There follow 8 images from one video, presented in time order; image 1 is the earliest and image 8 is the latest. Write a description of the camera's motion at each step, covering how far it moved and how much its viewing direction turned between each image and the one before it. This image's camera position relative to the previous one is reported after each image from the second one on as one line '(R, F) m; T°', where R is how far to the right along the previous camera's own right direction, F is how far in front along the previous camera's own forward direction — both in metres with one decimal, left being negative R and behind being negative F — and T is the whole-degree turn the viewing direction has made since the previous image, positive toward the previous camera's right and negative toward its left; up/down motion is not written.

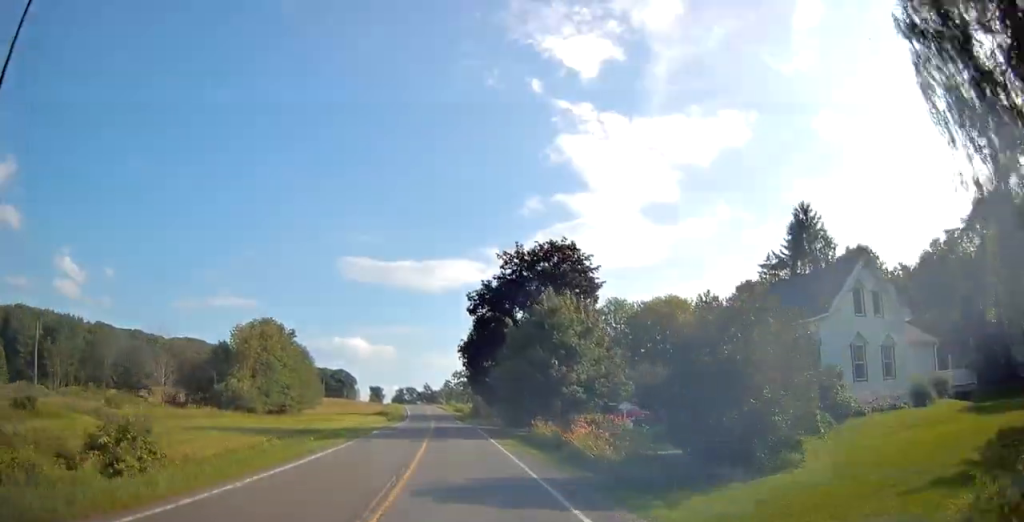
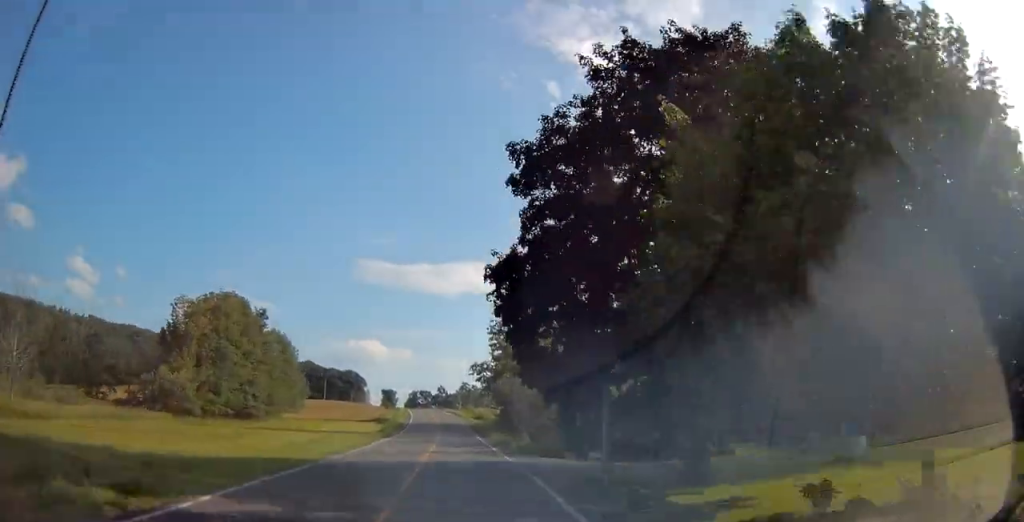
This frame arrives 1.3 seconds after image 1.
(-0.4, +27.2) m; -1°
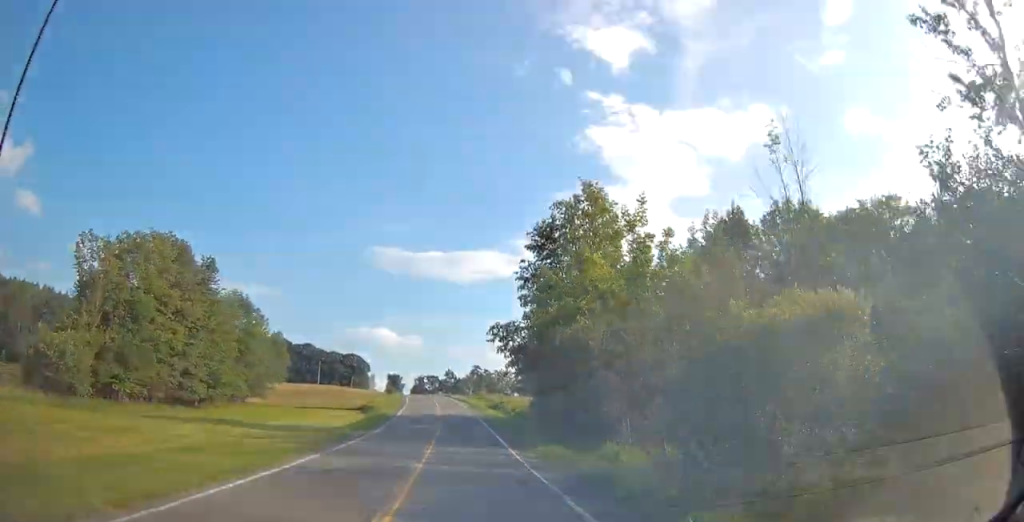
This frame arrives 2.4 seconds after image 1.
(0.0, +23.4) m; 0°
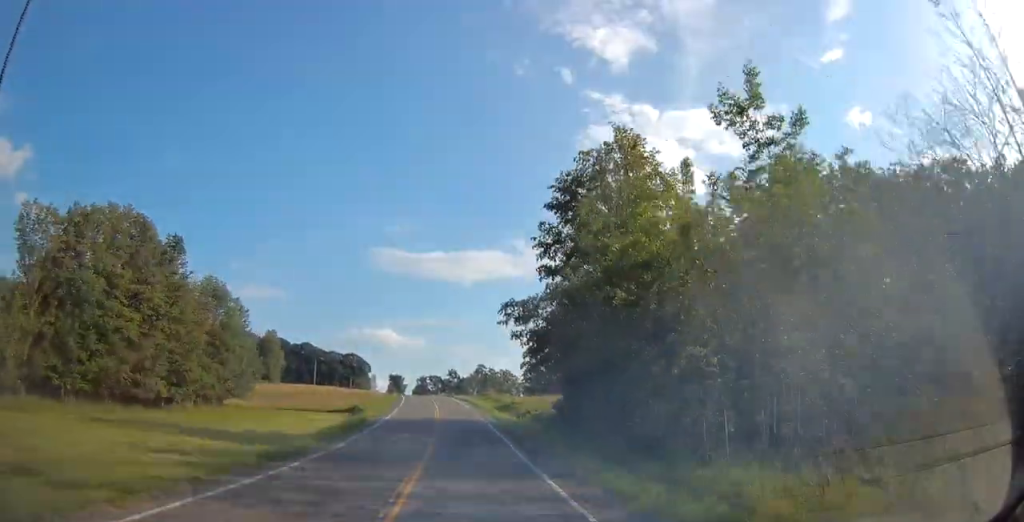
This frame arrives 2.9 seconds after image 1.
(+0.1, +9.3) m; 0°
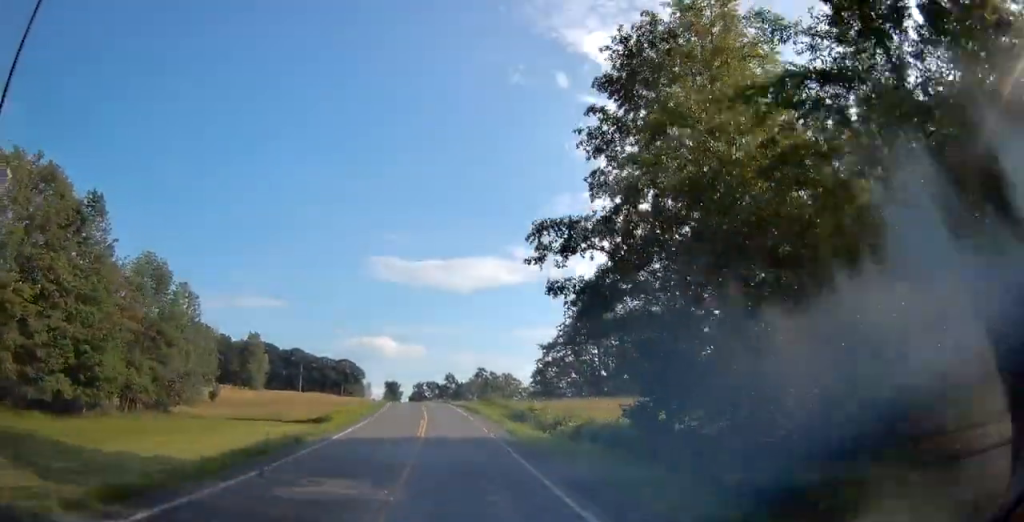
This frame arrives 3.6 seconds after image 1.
(-0.1, +14.3) m; -1°
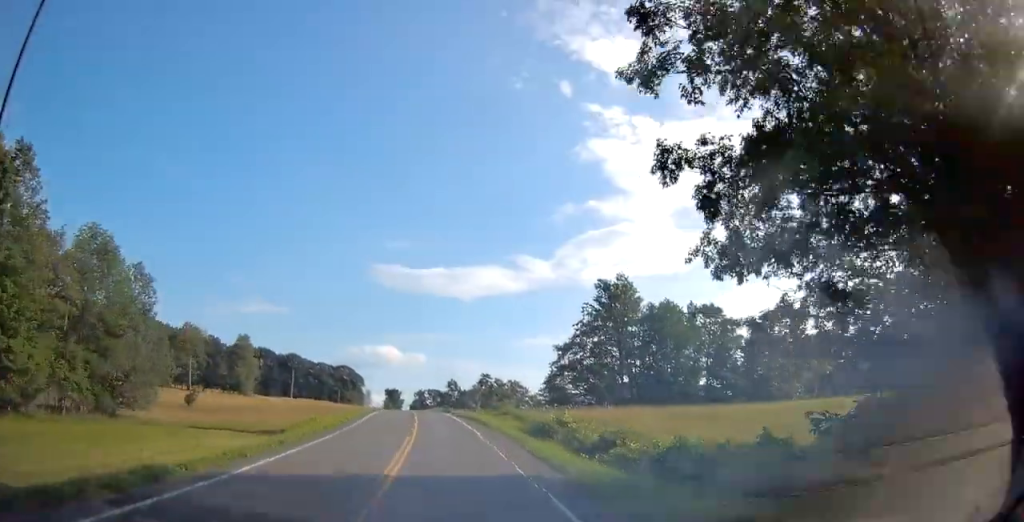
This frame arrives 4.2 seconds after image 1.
(-0.1, +10.1) m; -1°
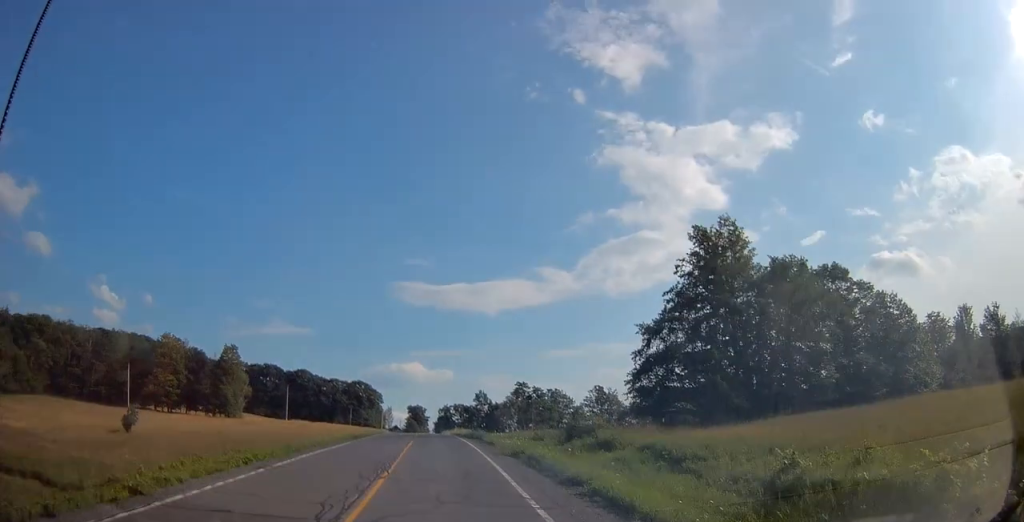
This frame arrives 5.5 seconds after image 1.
(-0.5, +26.4) m; -2°
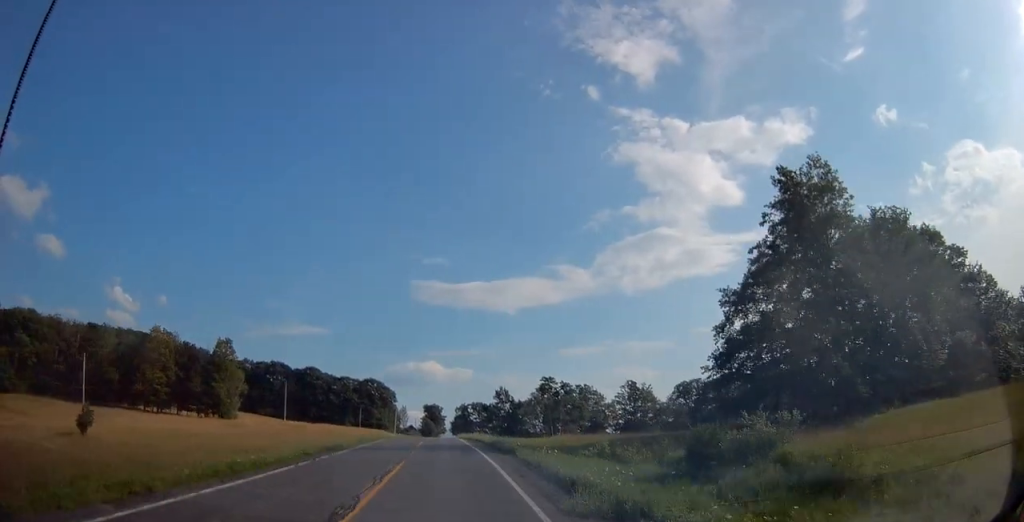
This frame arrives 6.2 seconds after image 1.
(+0.1, +14.8) m; -1°
